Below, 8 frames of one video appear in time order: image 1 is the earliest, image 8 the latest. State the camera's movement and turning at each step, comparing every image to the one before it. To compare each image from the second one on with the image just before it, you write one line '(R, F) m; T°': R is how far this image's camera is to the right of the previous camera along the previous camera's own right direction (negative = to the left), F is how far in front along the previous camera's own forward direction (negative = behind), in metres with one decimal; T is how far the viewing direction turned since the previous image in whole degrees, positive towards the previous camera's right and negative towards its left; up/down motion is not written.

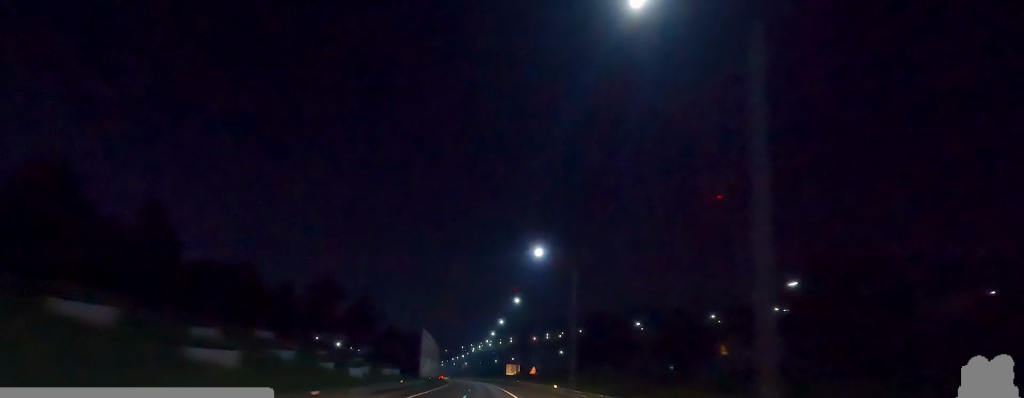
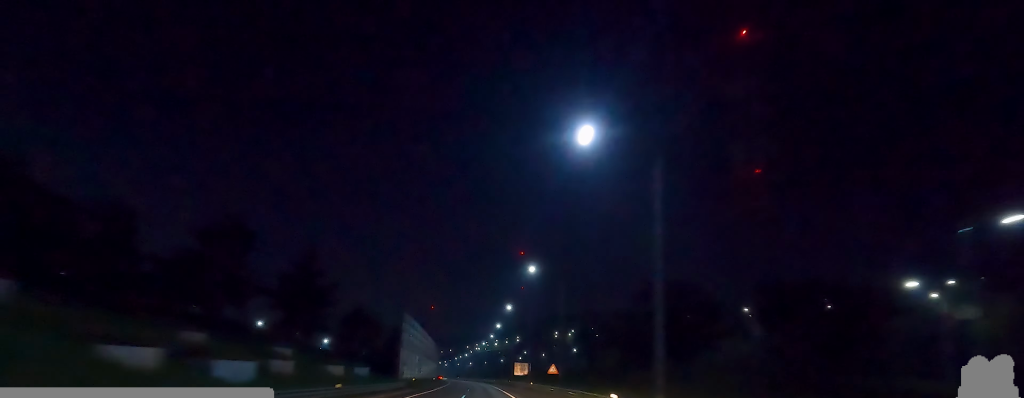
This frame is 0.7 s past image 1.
(-0.2, +20.8) m; -2°
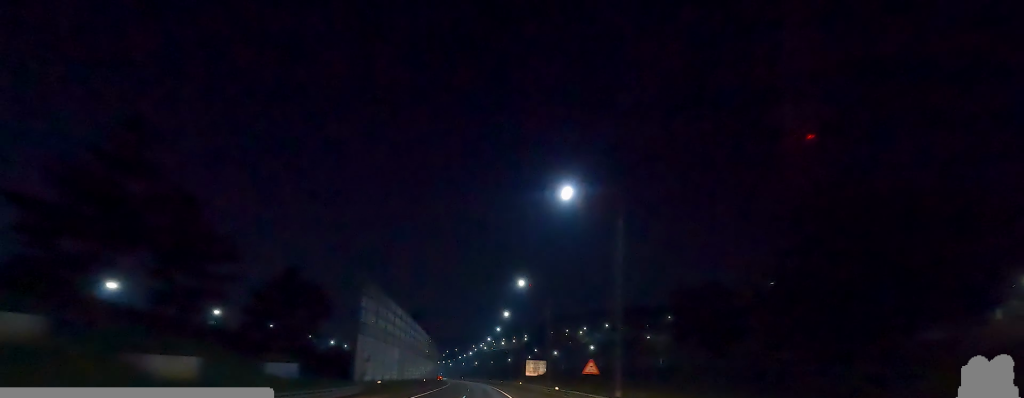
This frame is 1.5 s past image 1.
(-0.4, +20.2) m; -2°
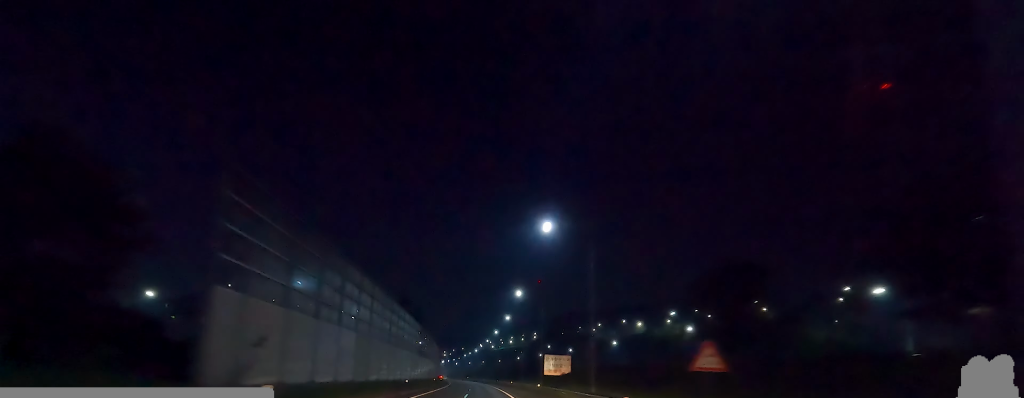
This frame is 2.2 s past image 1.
(-0.5, +19.6) m; -2°
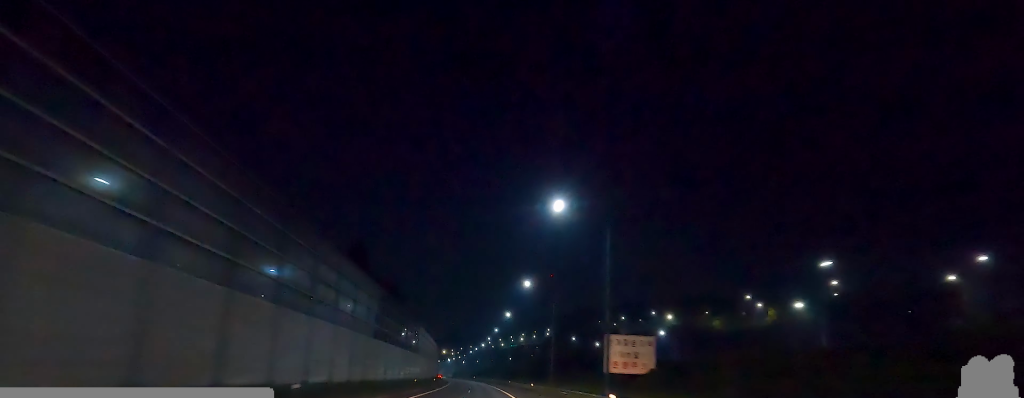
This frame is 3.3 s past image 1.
(-0.1, +28.8) m; 0°
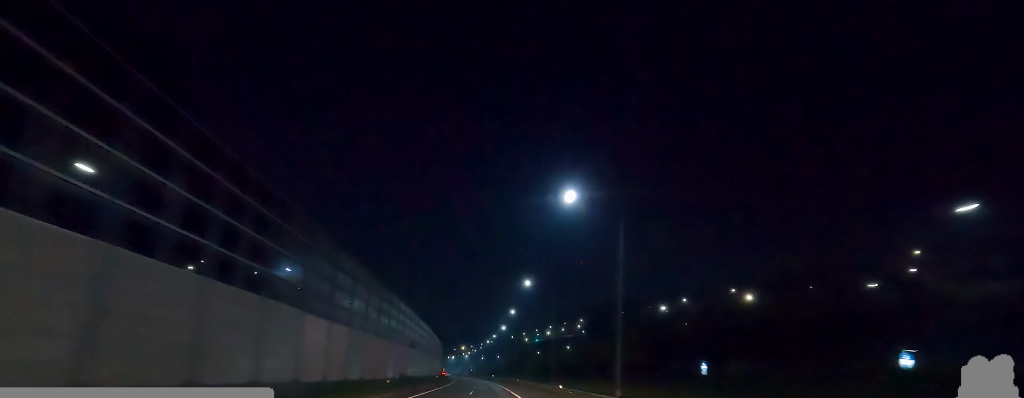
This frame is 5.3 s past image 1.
(-0.3, +49.5) m; -2°
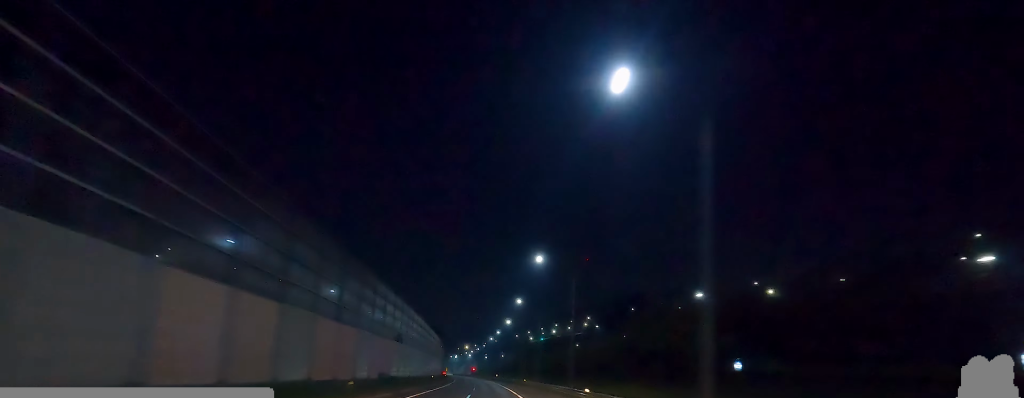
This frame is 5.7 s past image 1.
(-0.2, +10.4) m; -1°
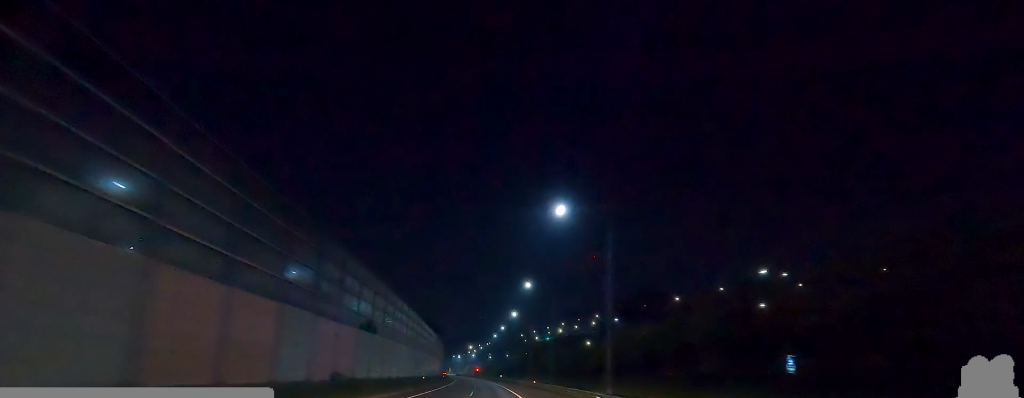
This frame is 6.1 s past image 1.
(-0.1, +12.2) m; 0°
